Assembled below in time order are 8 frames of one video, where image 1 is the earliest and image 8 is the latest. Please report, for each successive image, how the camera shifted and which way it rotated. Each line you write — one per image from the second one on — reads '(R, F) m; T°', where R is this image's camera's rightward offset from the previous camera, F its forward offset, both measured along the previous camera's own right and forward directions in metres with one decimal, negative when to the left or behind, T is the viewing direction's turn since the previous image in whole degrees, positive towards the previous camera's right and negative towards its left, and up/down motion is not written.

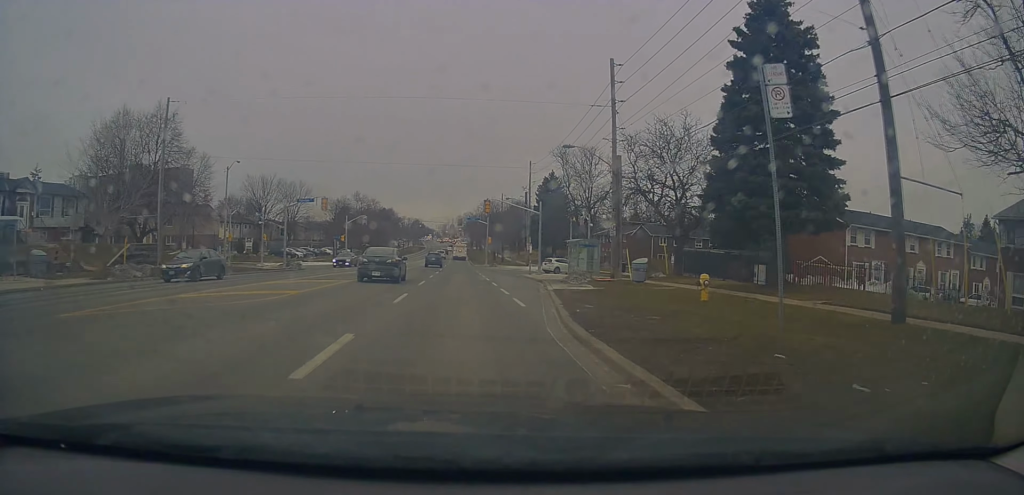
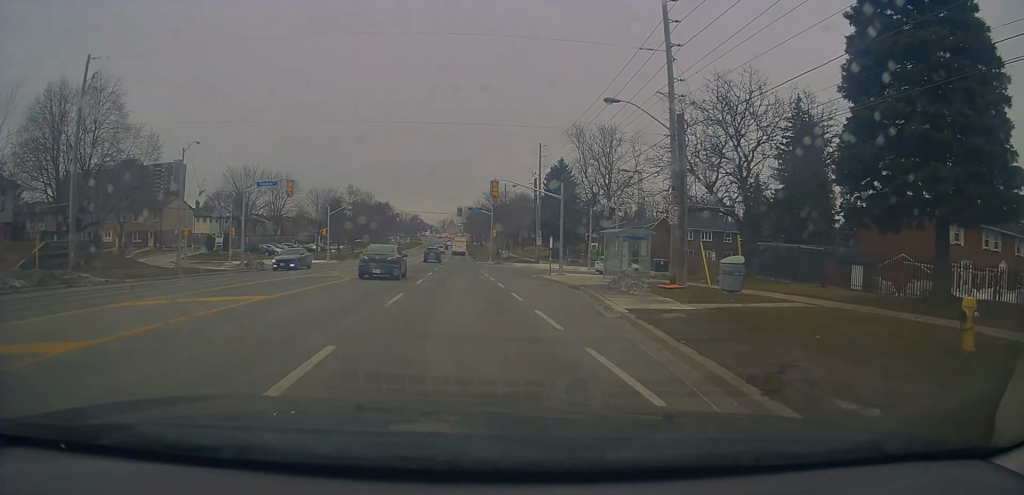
(+0.2, +10.7) m; +1°
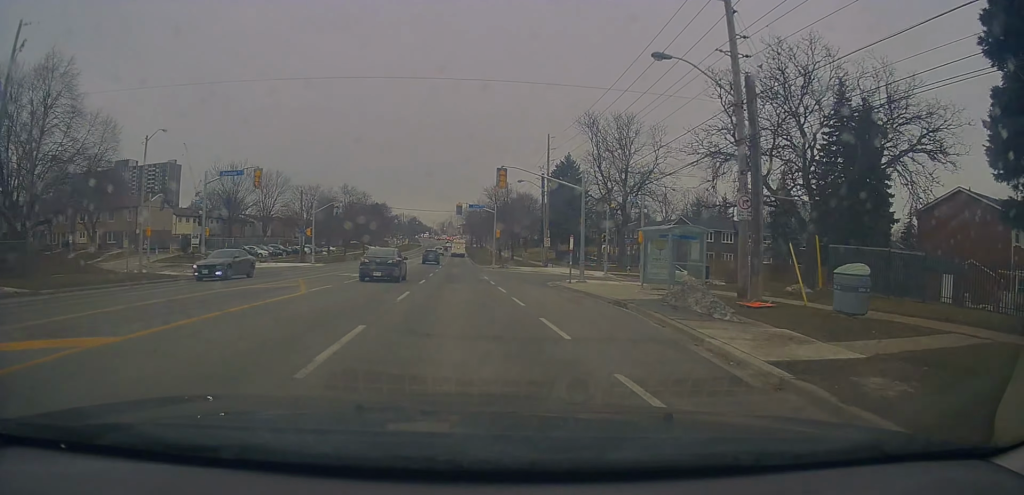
(-0.1, +6.9) m; 0°
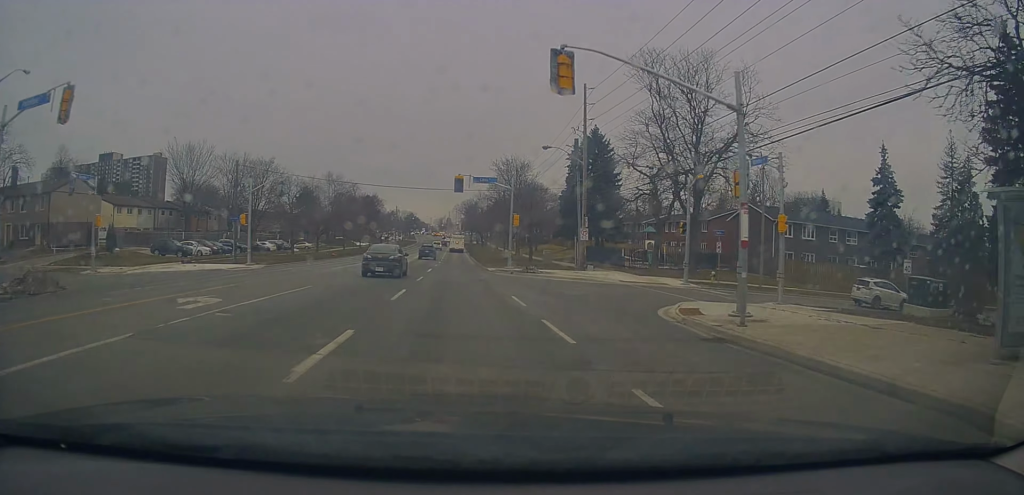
(+0.2, +19.0) m; +1°
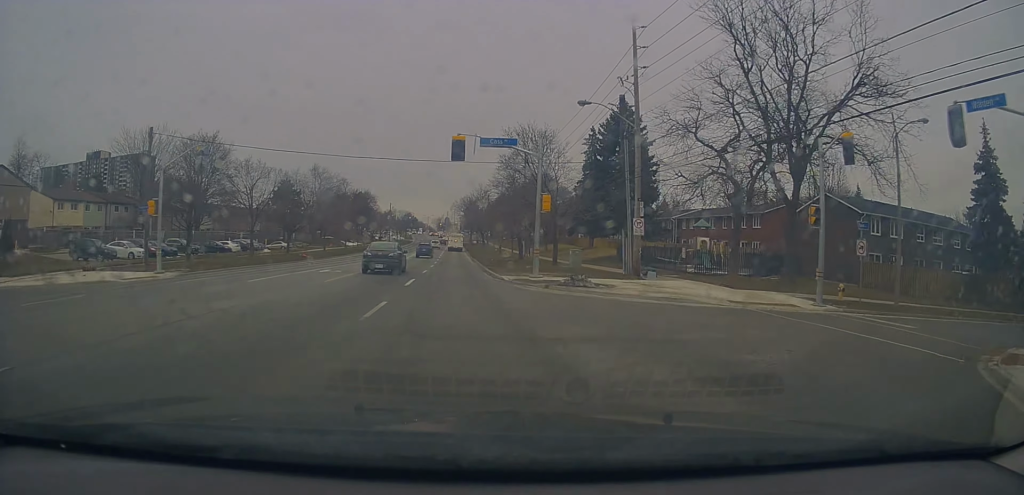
(0.0, +14.3) m; -1°
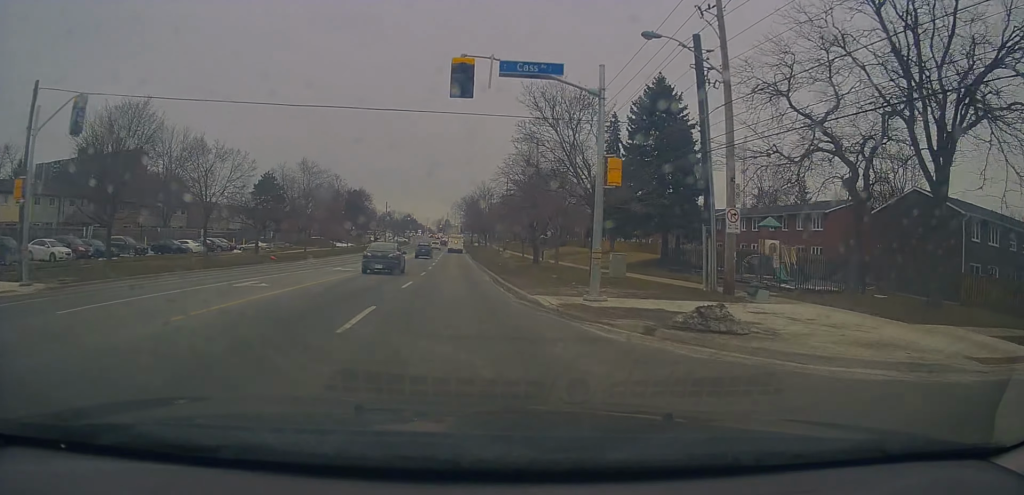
(-0.1, +12.3) m; -1°
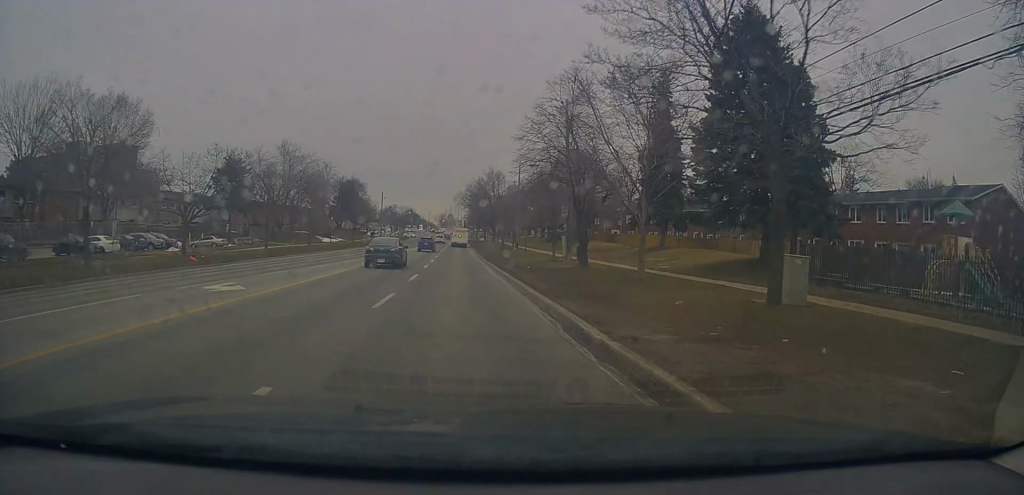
(-0.1, +18.8) m; +1°
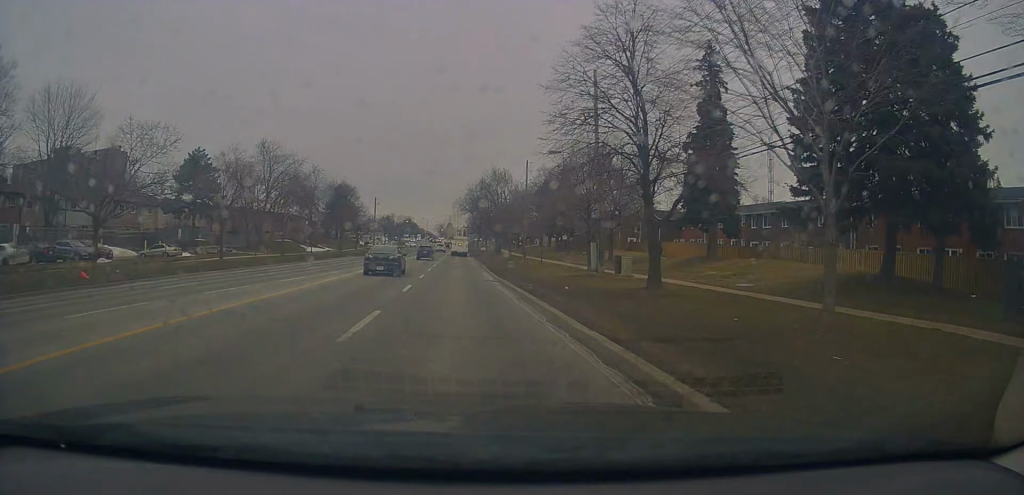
(+0.2, +13.9) m; +1°
